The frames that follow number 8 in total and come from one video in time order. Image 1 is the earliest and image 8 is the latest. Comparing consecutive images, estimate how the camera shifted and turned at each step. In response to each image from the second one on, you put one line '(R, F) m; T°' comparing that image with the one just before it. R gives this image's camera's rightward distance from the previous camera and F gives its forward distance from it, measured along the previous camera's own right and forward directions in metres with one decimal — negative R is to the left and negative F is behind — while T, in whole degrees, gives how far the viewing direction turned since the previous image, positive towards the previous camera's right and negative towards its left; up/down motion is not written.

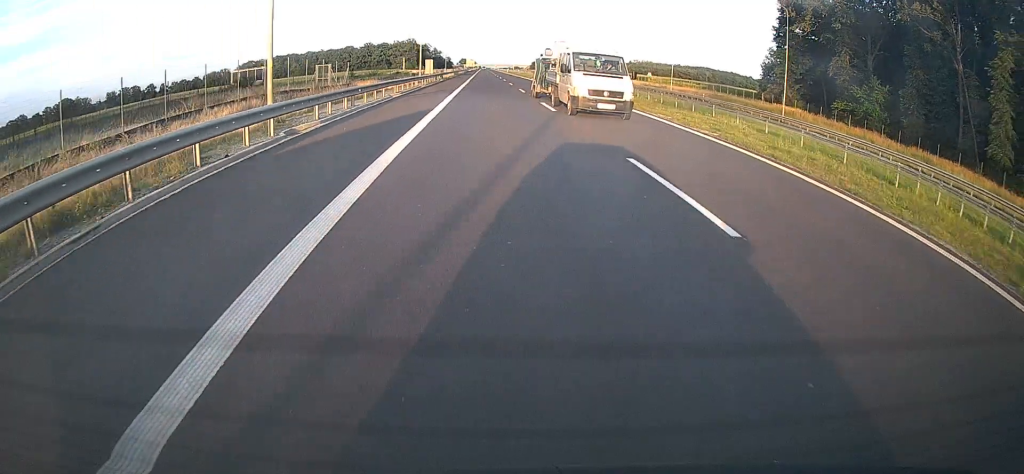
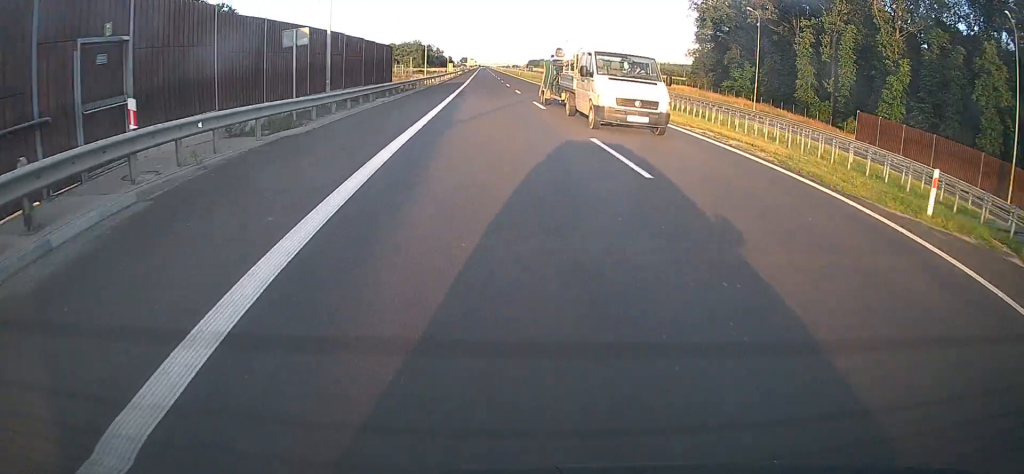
(-0.2, +40.9) m; -1°
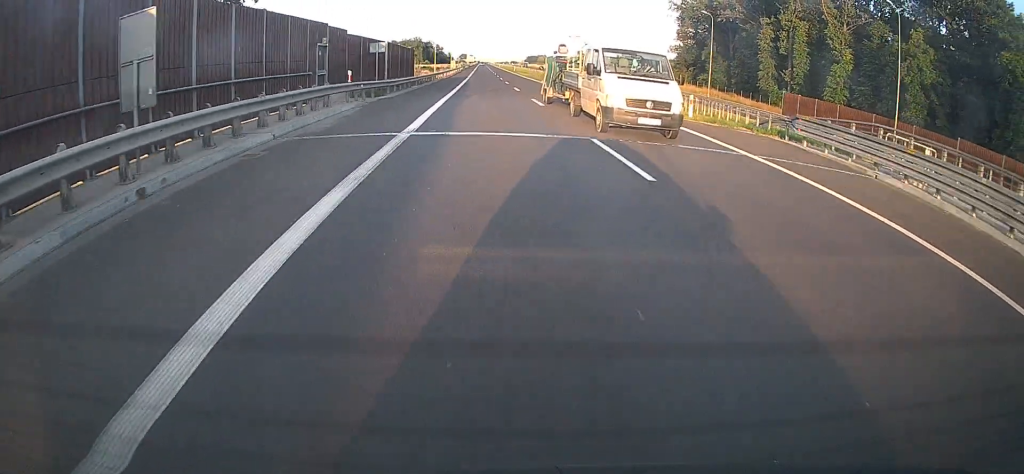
(0.0, +12.7) m; 0°
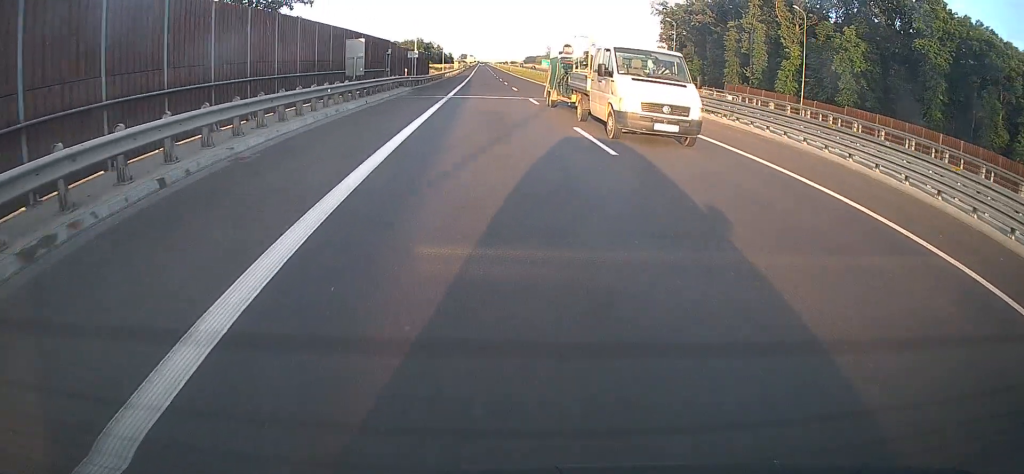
(0.0, +14.5) m; 0°
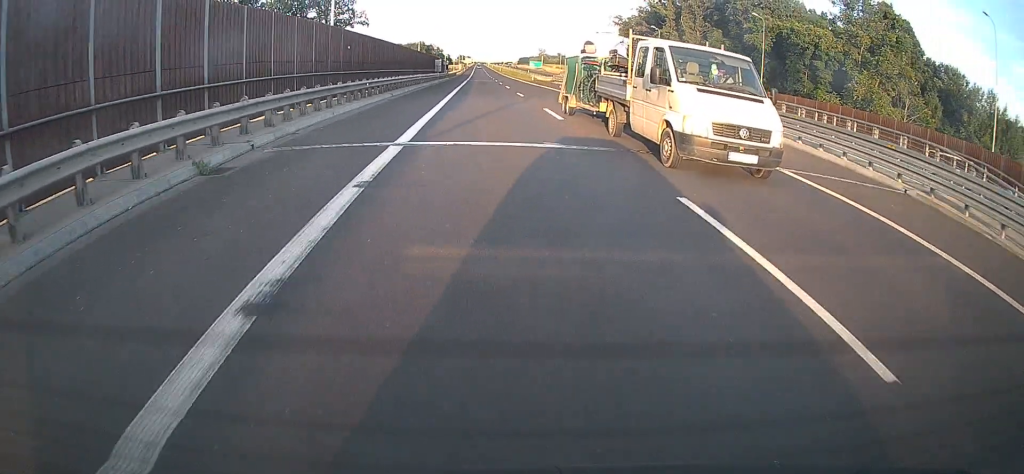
(0.0, +45.5) m; 0°
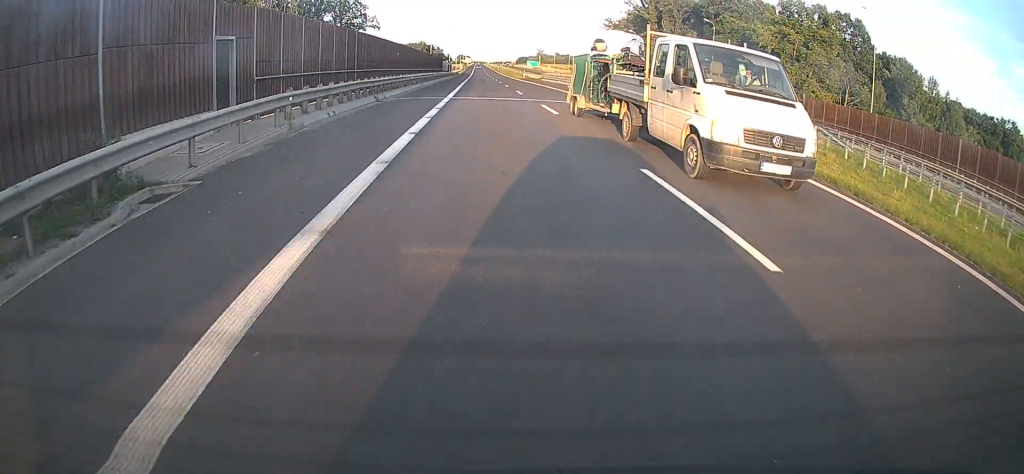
(0.0, +14.5) m; 0°
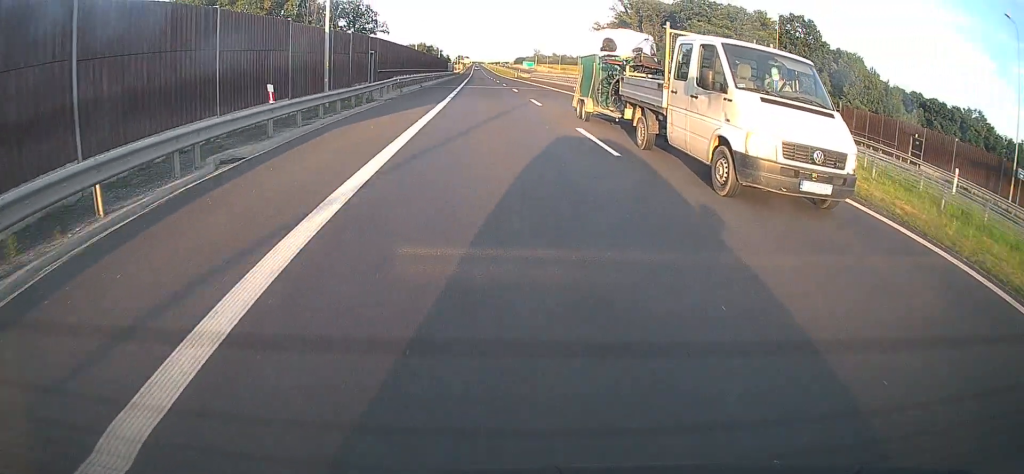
(-0.1, +17.3) m; +1°
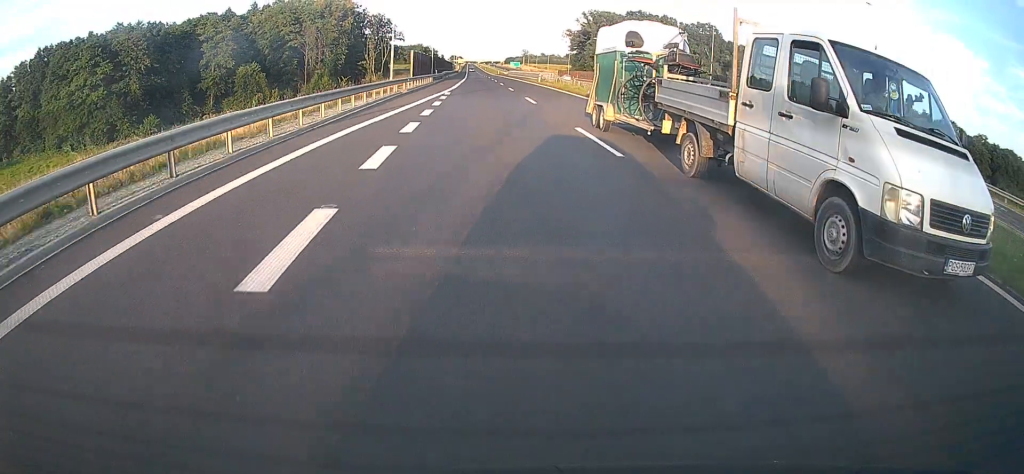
(+0.2, +50.1) m; 0°
